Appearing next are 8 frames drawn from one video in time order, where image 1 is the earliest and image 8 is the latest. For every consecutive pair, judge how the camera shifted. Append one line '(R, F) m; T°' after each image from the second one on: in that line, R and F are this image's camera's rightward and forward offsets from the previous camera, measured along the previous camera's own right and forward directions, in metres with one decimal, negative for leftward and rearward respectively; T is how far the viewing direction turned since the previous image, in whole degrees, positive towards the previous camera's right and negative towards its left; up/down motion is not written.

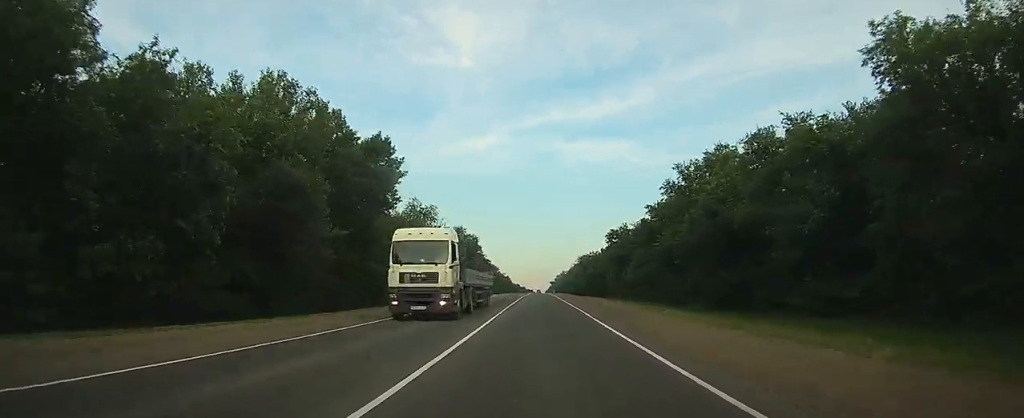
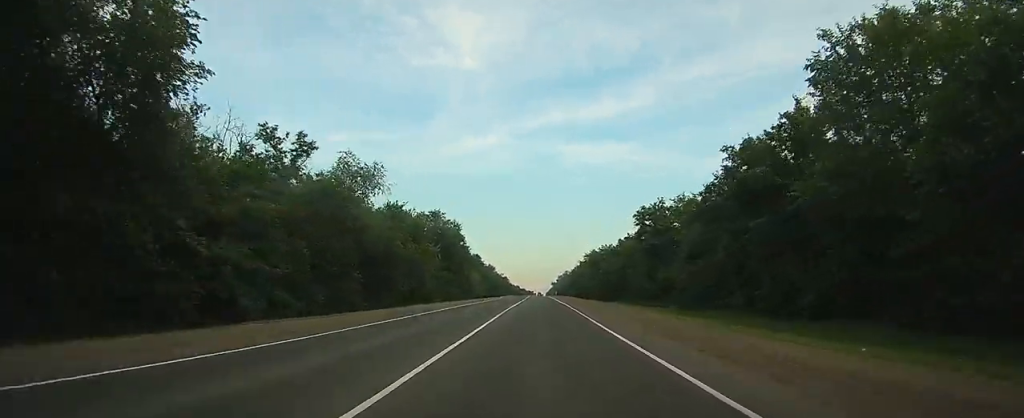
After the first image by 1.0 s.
(-0.1, +30.8) m; 0°
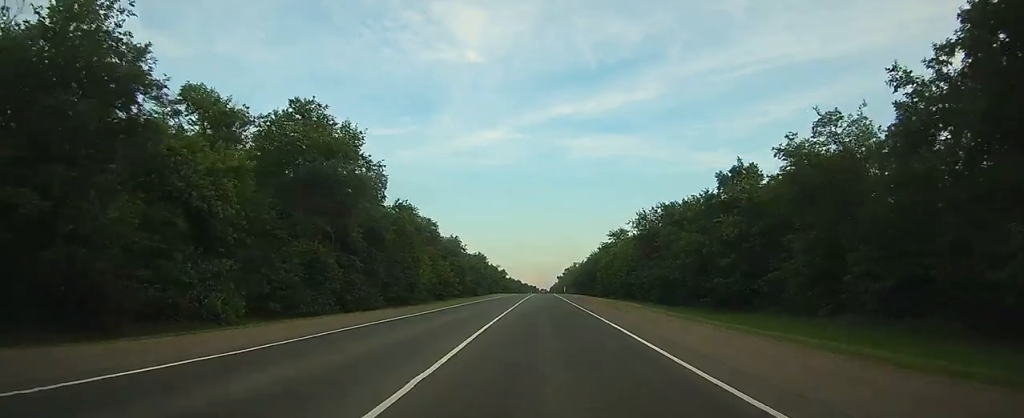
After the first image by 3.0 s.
(-0.2, +60.6) m; 0°
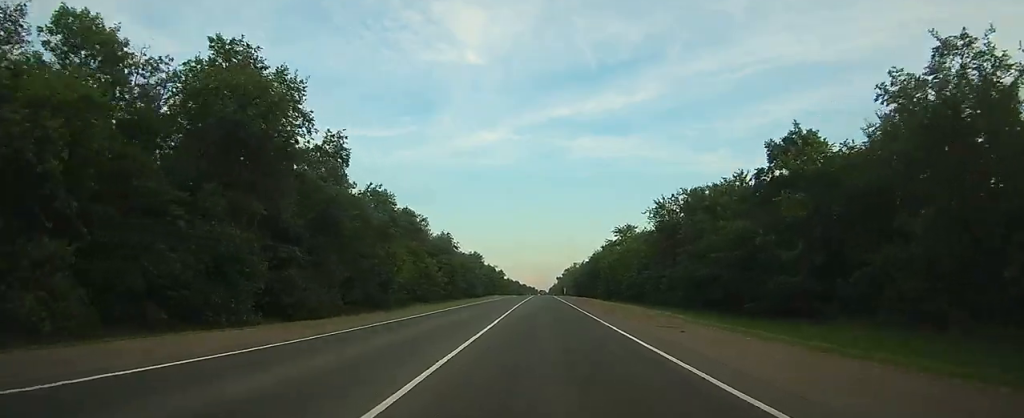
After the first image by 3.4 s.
(0.0, +12.0) m; 0°
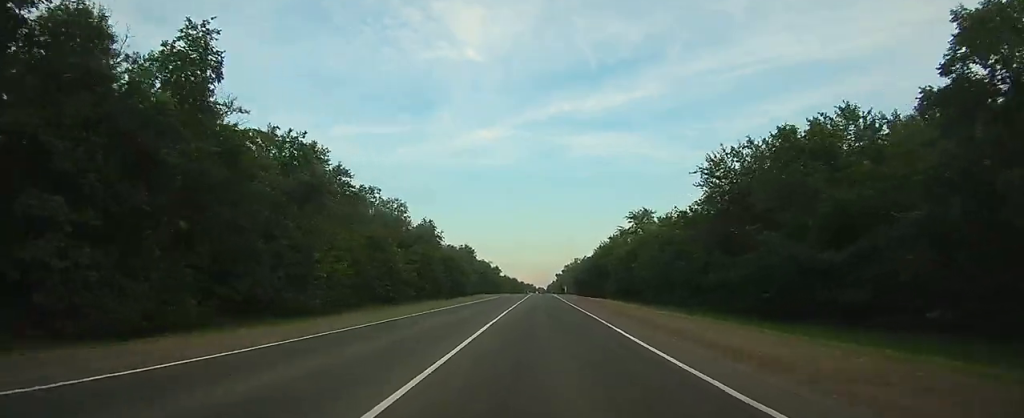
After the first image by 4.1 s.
(0.0, +20.8) m; 0°
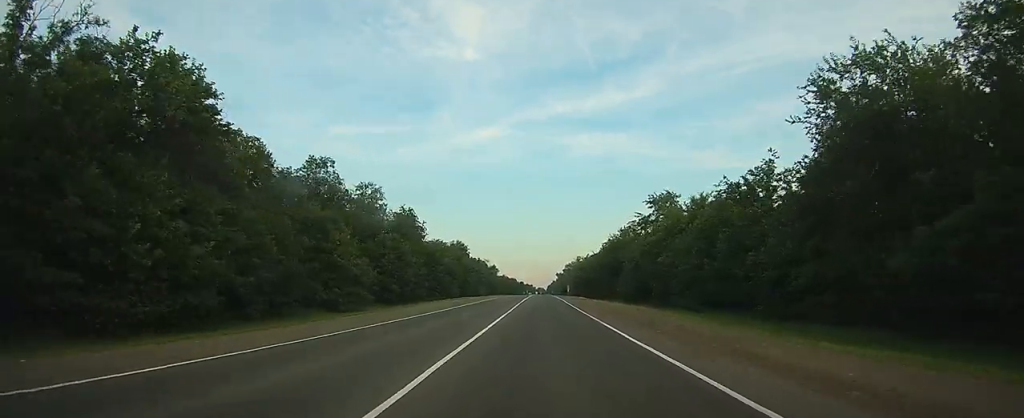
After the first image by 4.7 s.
(+0.1, +18.7) m; 0°
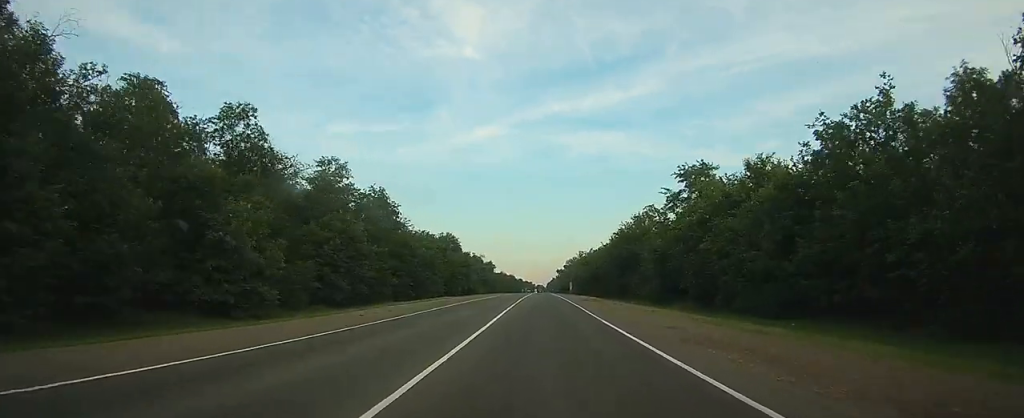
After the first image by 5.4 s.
(0.0, +18.4) m; 0°
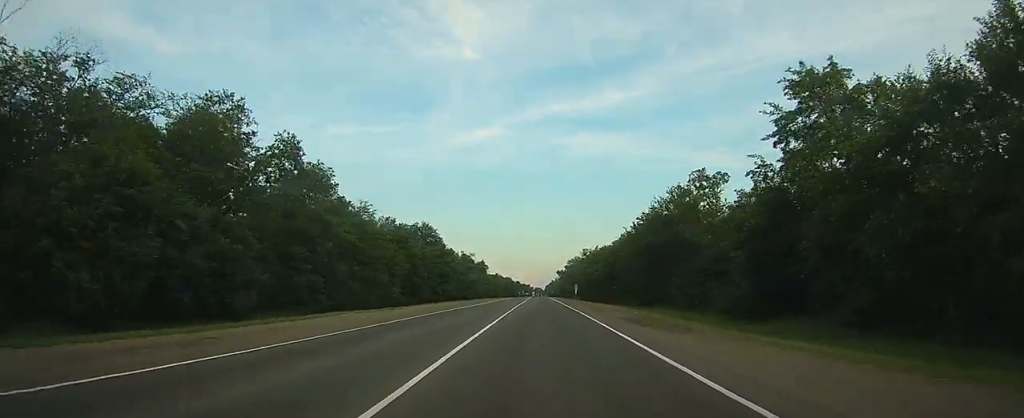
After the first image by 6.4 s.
(0.0, +30.7) m; 0°
